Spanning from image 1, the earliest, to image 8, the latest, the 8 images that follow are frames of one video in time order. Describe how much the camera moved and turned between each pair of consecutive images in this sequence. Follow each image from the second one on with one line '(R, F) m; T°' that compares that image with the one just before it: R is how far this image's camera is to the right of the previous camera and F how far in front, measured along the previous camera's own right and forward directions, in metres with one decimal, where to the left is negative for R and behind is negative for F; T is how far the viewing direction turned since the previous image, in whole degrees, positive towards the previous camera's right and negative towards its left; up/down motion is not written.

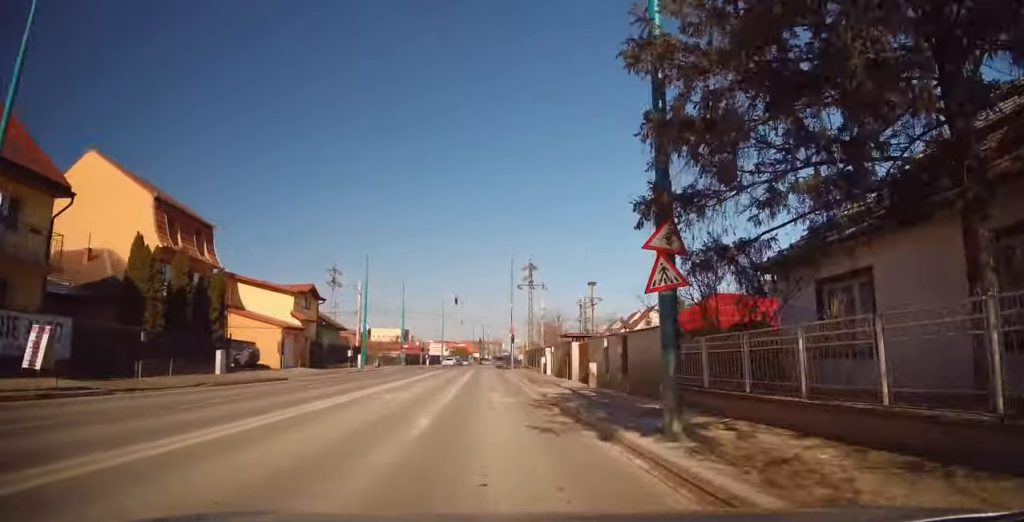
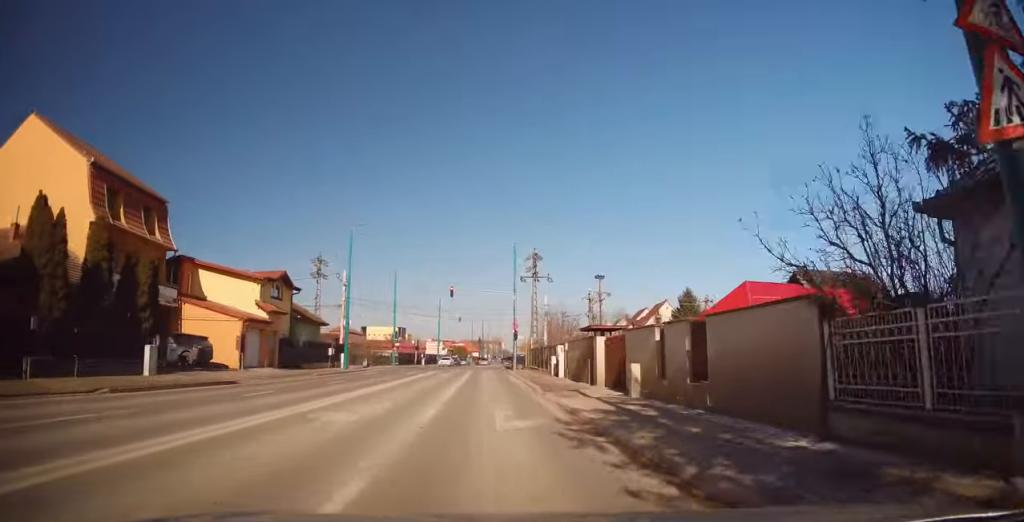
(-0.1, +6.1) m; -1°
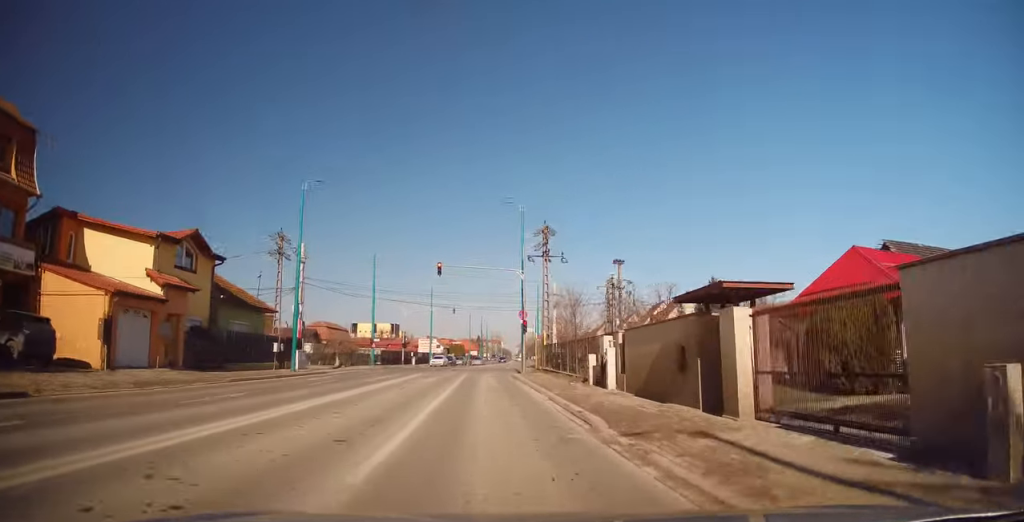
(-0.1, +11.9) m; 0°
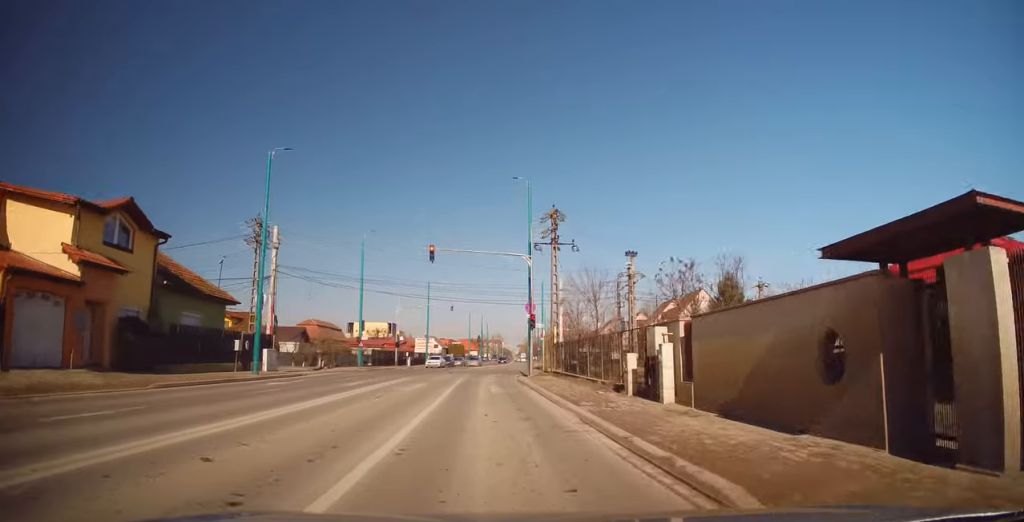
(0.0, +5.8) m; +1°
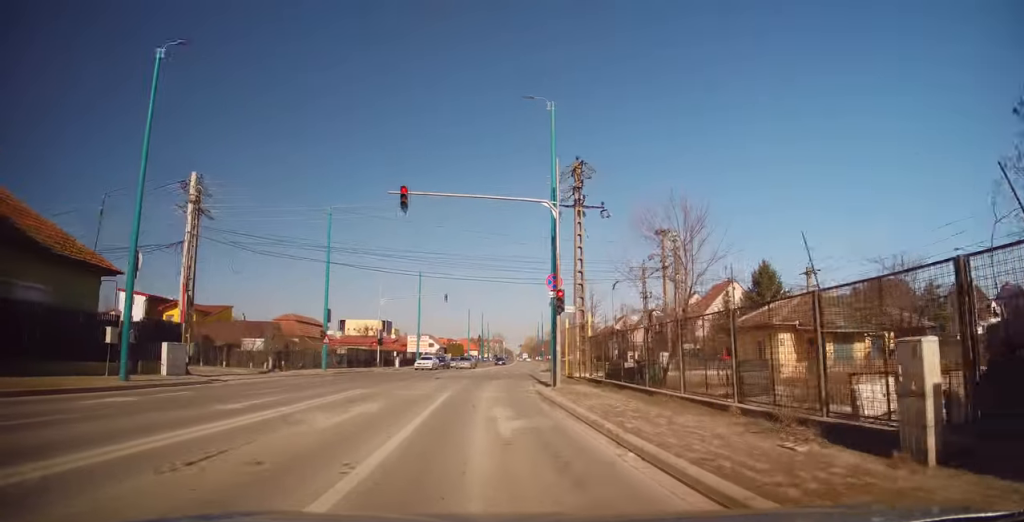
(+0.2, +11.2) m; +1°
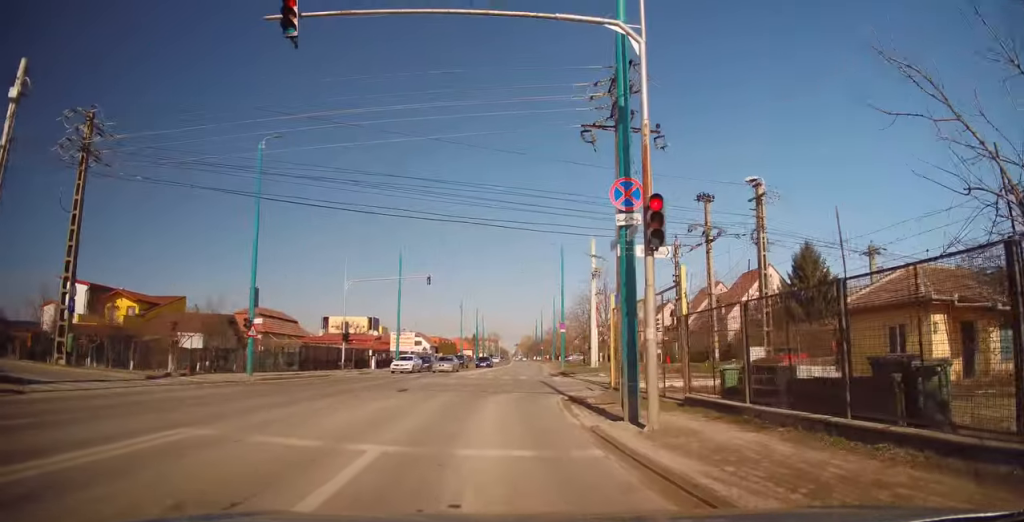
(-0.2, +13.0) m; -2°
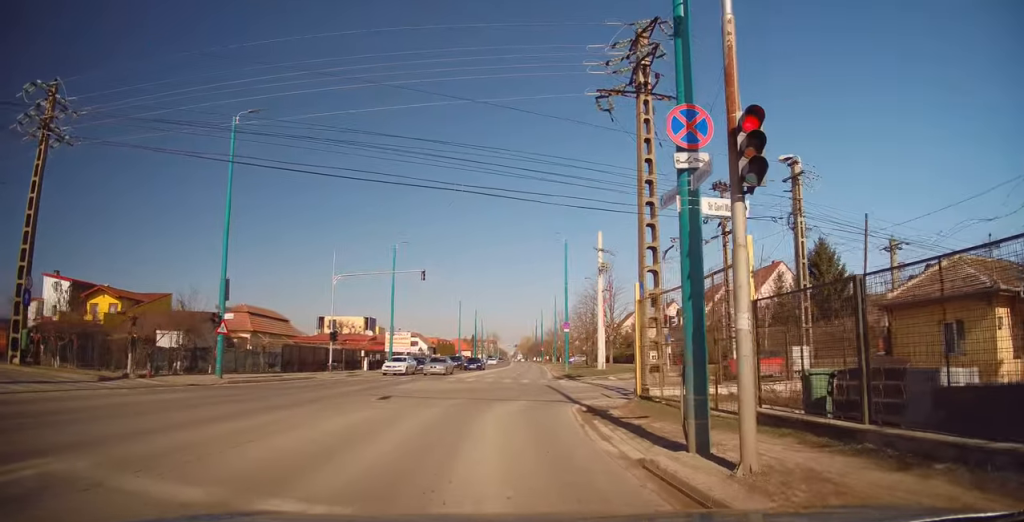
(0.0, +4.7) m; 0°
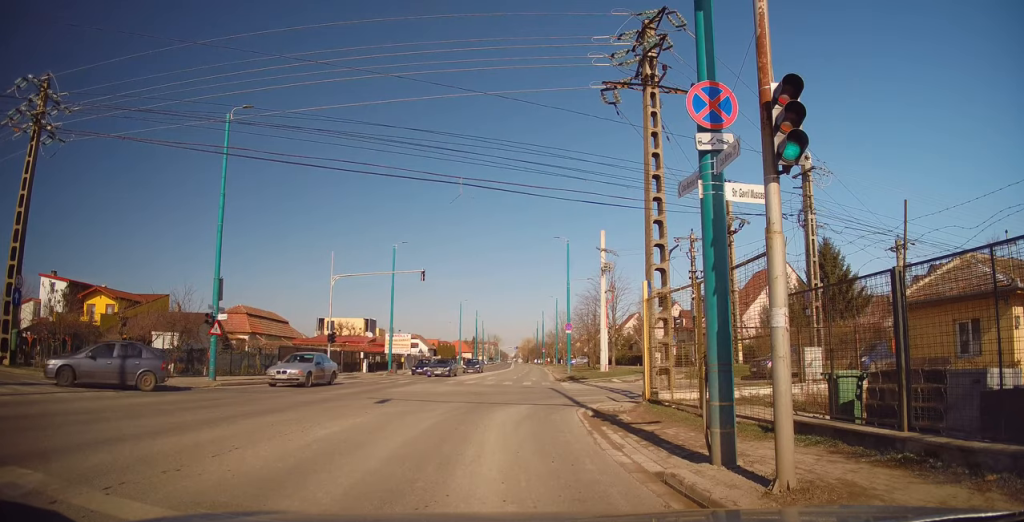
(0.0, +4.7) m; 0°
